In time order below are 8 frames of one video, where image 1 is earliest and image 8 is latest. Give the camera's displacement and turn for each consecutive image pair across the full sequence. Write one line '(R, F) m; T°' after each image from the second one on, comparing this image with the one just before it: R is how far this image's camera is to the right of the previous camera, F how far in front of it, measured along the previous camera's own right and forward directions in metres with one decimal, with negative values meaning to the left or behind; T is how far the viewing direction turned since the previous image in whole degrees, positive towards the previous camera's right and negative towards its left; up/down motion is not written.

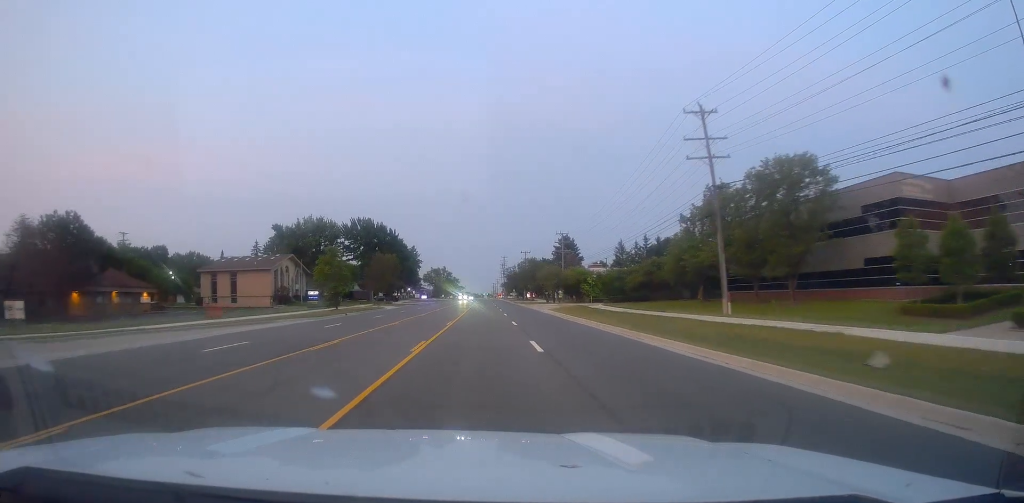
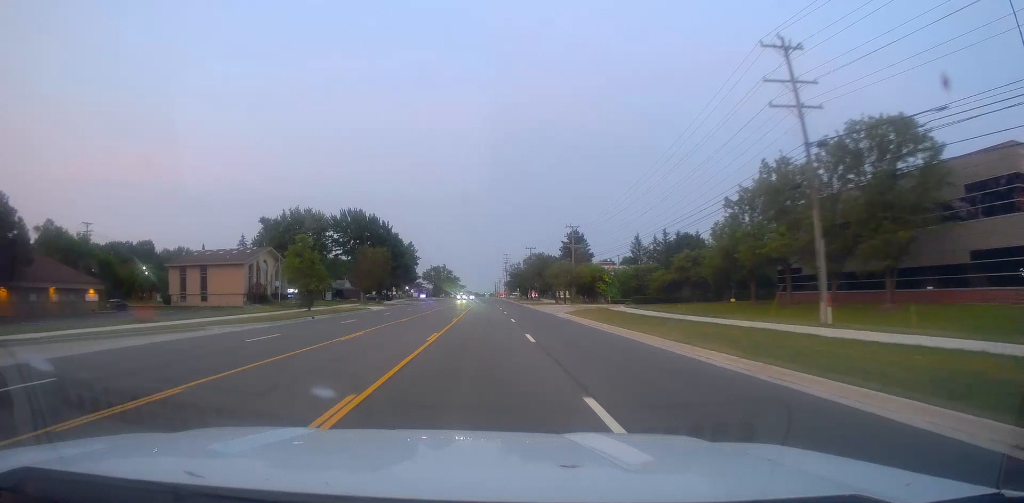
(-0.4, +11.6) m; 0°
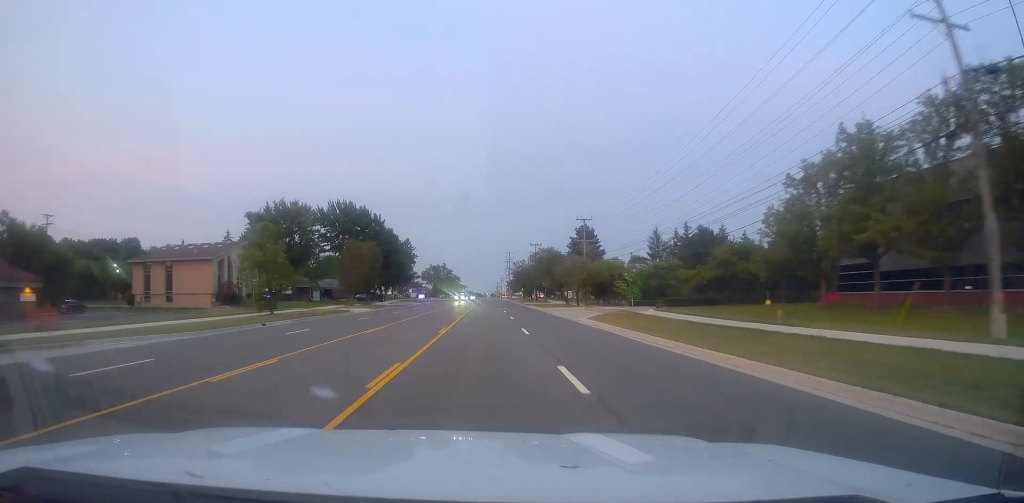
(-0.1, +10.9) m; 0°
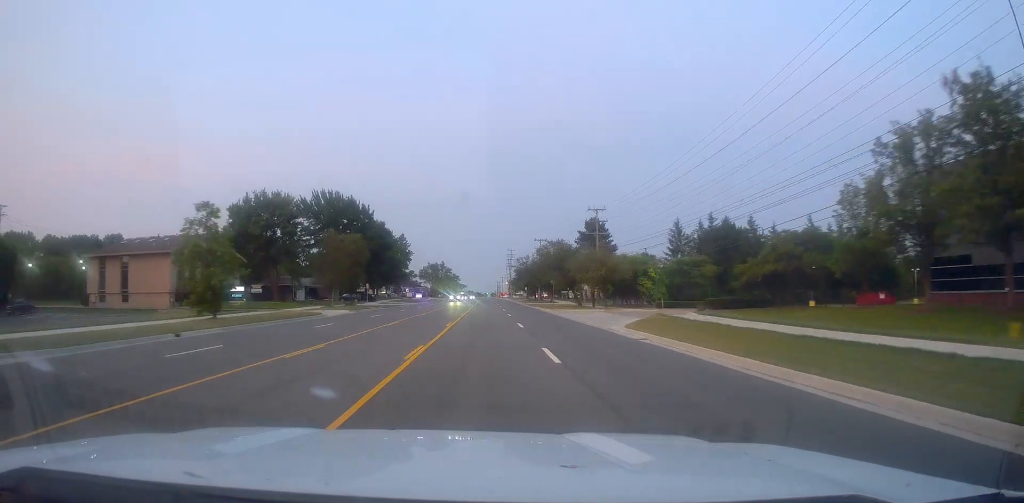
(+0.4, +10.9) m; 0°
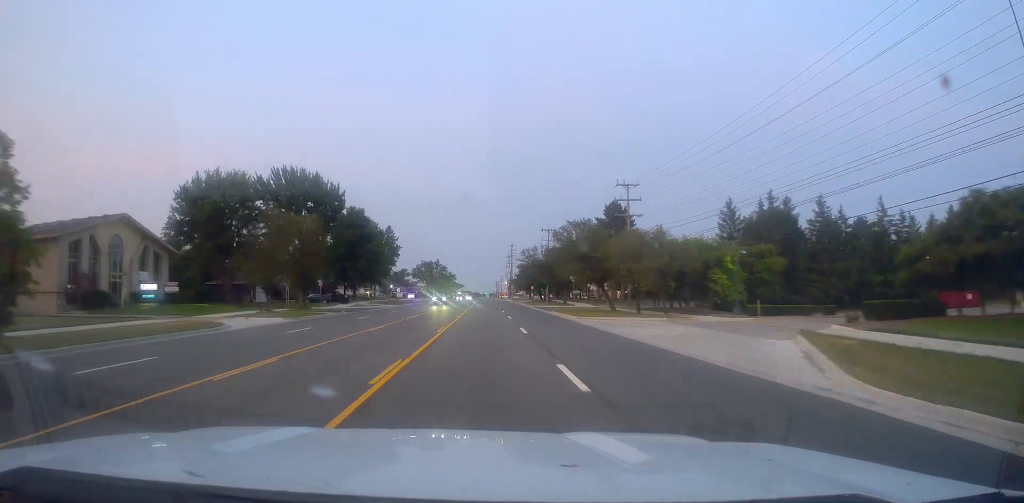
(-0.4, +19.7) m; 0°
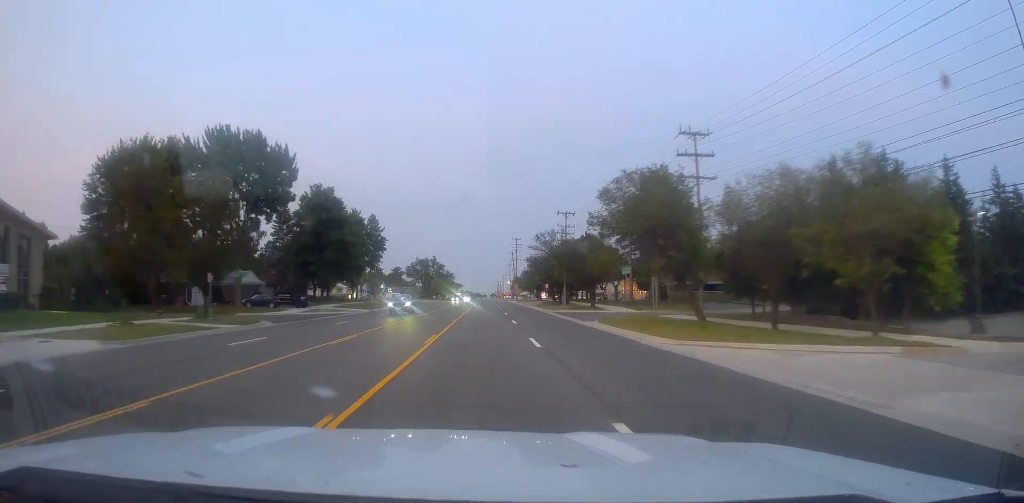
(+0.4, +21.5) m; +1°
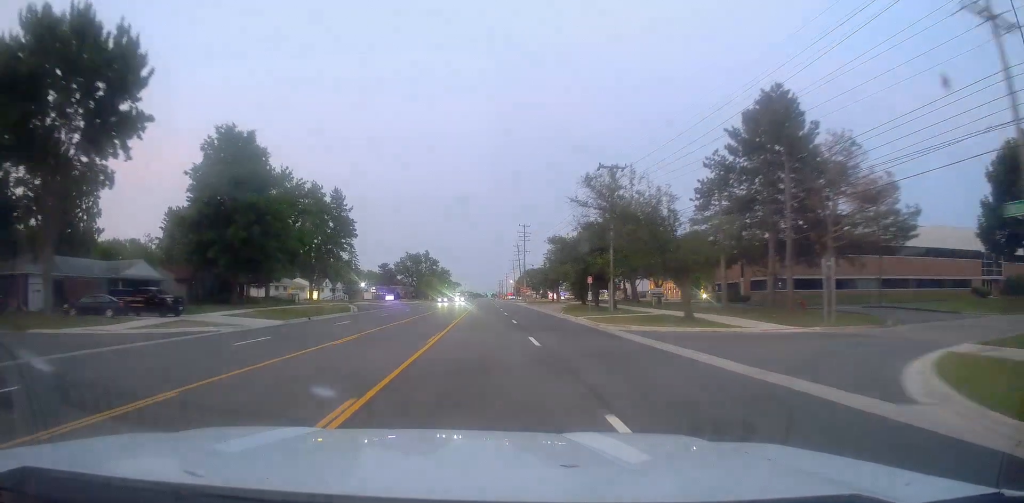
(-0.5, +29.4) m; -2°
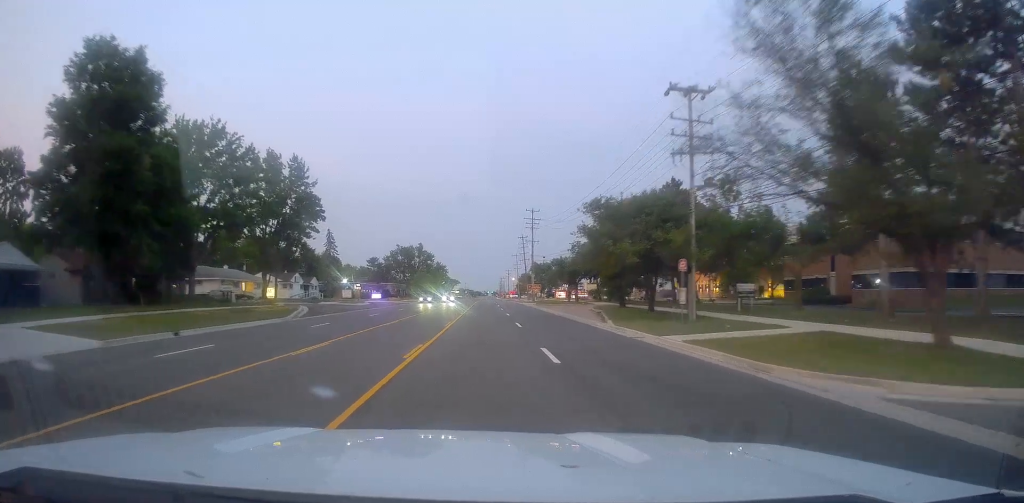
(0.0, +20.4) m; +1°
